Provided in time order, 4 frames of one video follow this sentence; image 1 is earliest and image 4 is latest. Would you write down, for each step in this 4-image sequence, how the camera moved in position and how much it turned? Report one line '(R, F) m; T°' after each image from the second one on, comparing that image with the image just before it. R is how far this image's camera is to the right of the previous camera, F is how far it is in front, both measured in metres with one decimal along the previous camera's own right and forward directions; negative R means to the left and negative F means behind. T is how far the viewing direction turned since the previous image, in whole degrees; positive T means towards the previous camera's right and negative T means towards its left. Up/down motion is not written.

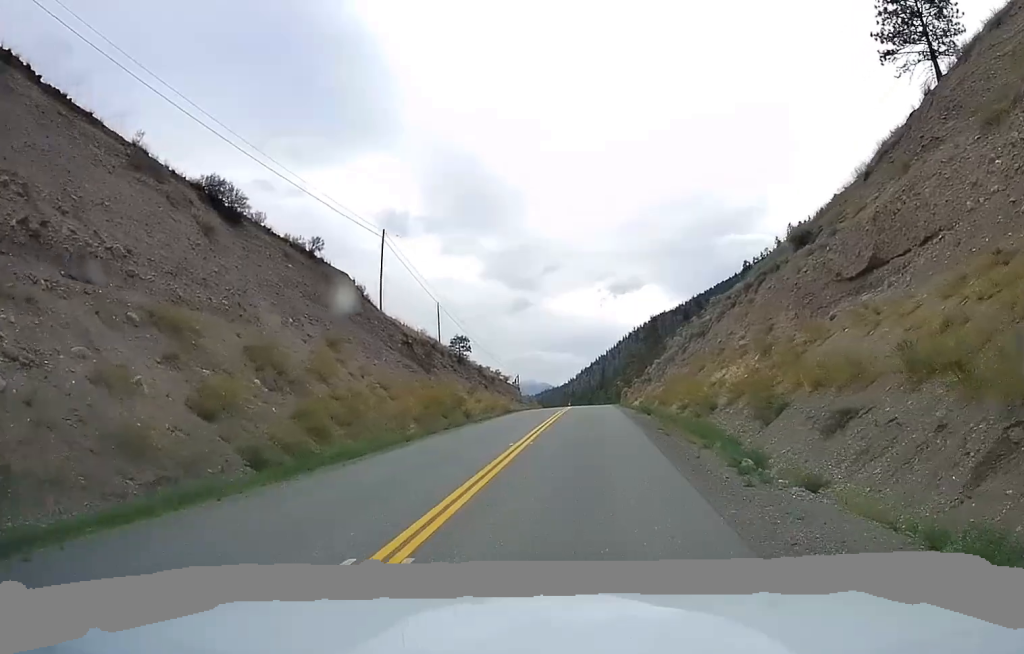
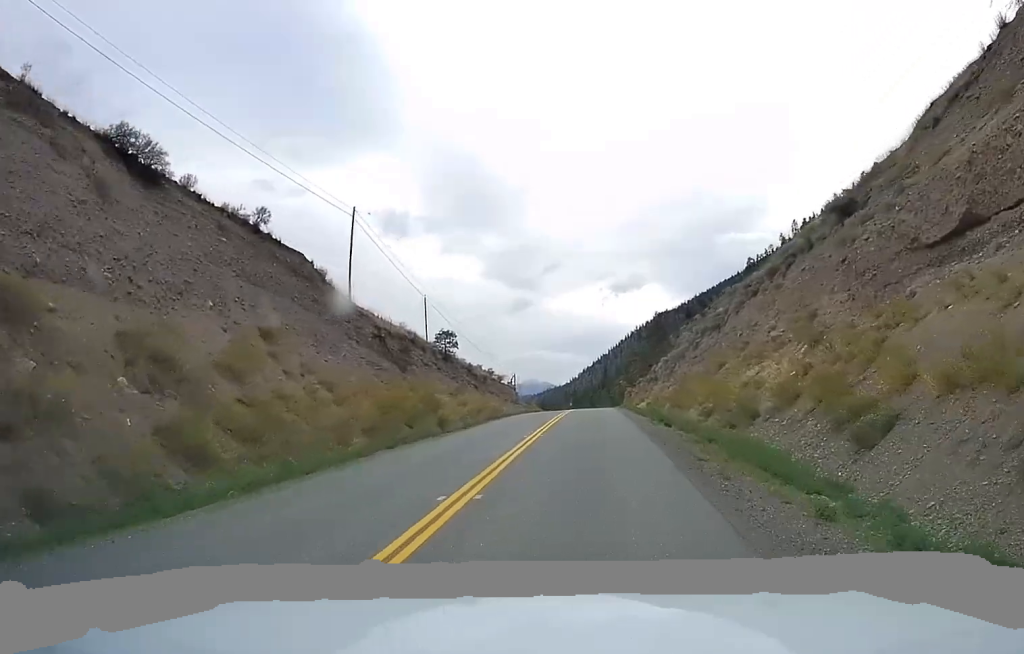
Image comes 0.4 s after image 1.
(-0.2, +9.2) m; 0°
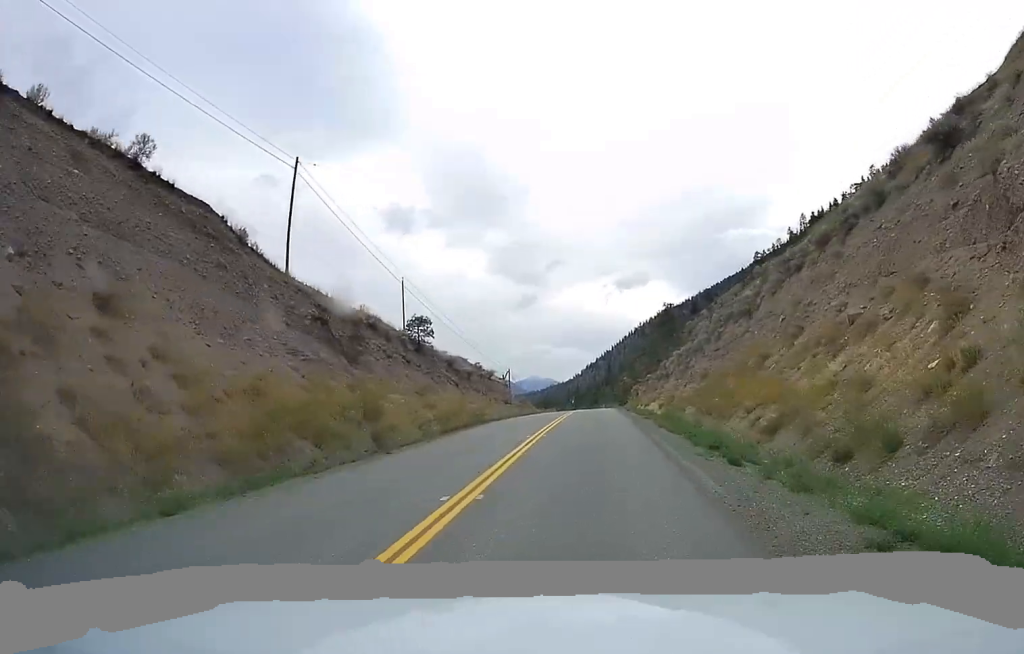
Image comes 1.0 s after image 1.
(+0.3, +12.9) m; 0°
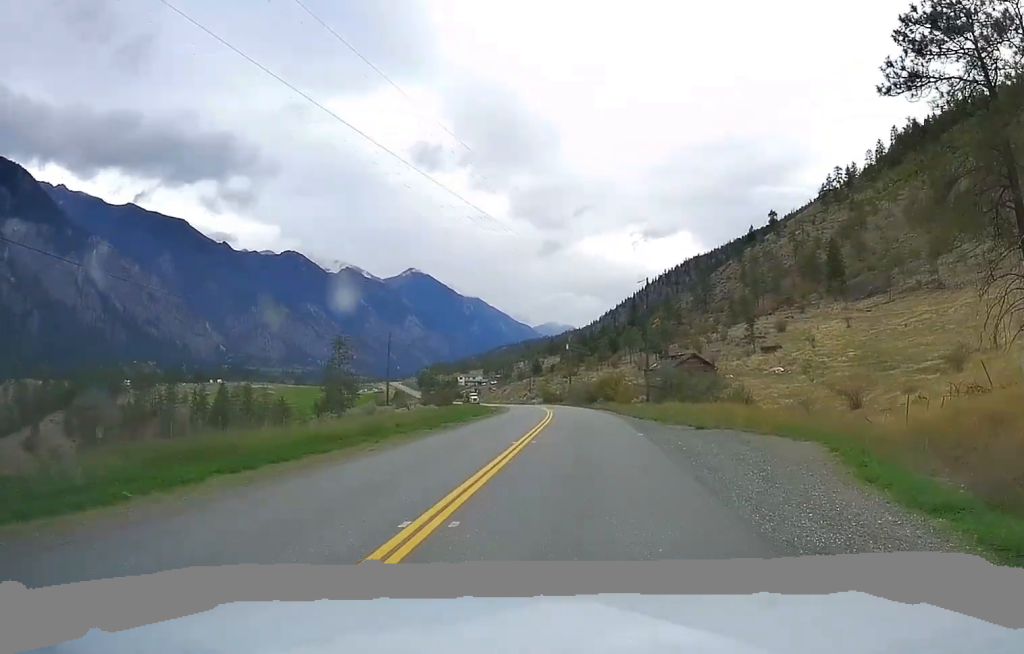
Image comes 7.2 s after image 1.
(-2.4, +139.6) m; -3°
